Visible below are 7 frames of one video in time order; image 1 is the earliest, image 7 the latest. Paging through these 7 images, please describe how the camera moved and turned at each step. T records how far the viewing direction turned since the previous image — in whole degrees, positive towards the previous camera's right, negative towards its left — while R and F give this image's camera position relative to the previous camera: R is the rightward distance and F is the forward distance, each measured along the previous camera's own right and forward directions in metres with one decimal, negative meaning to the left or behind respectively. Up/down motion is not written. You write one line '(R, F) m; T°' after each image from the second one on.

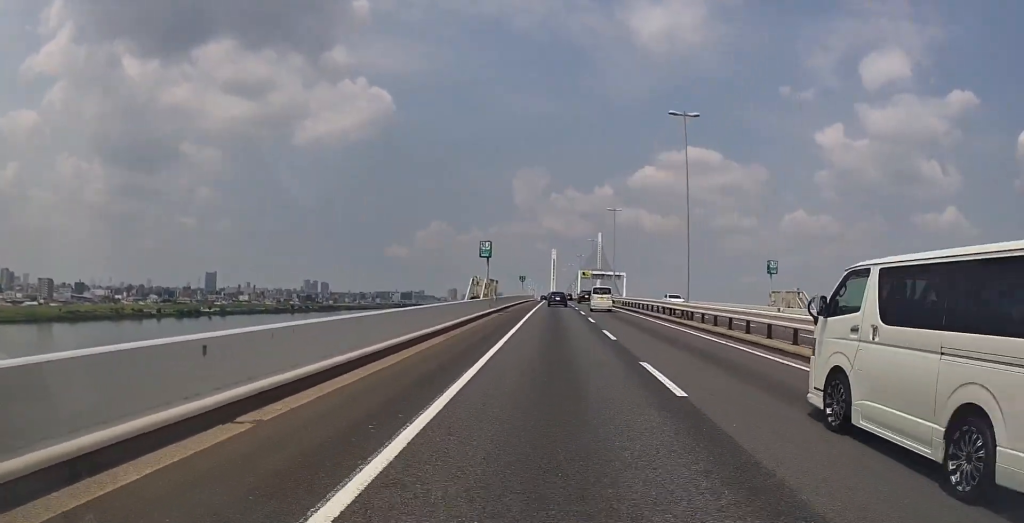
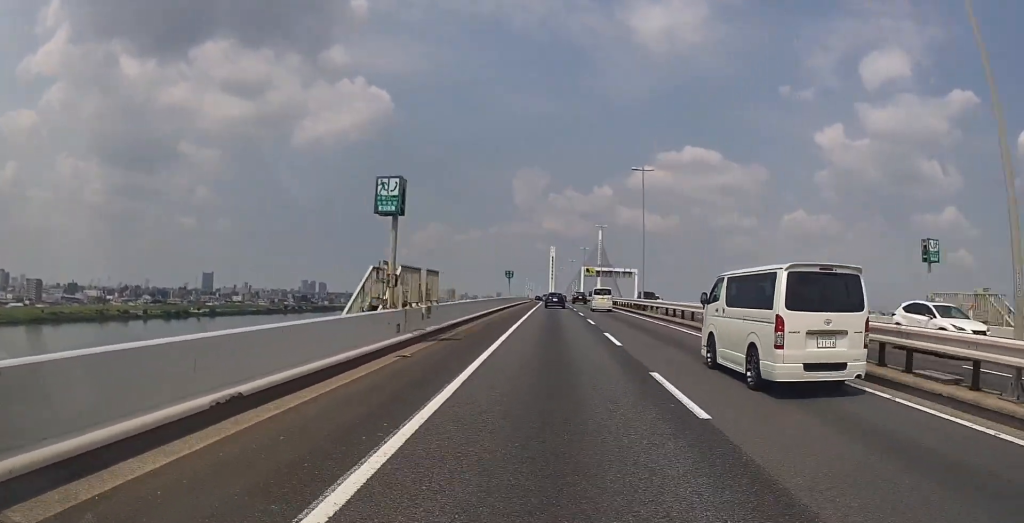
(0.0, +22.3) m; +1°
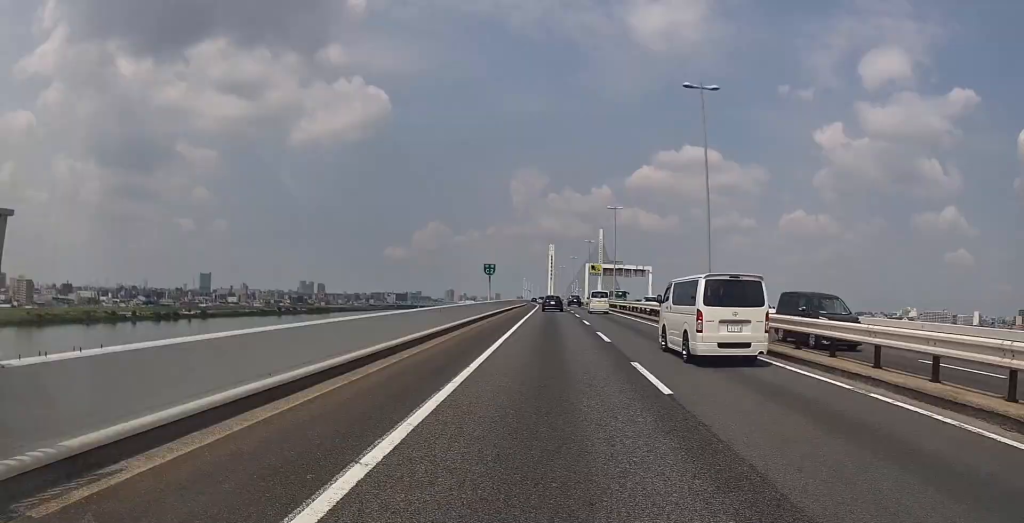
(+0.5, +18.4) m; 0°
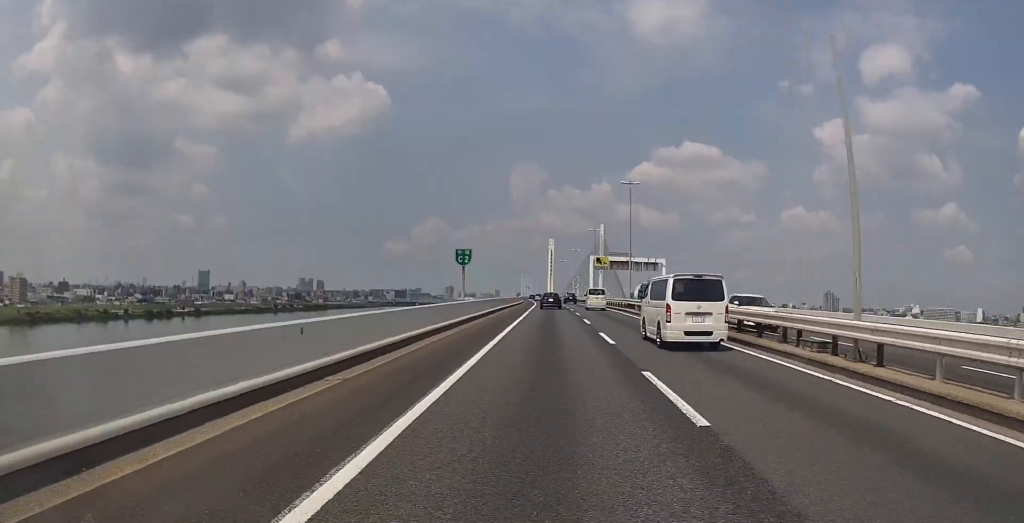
(-0.4, +12.3) m; -1°
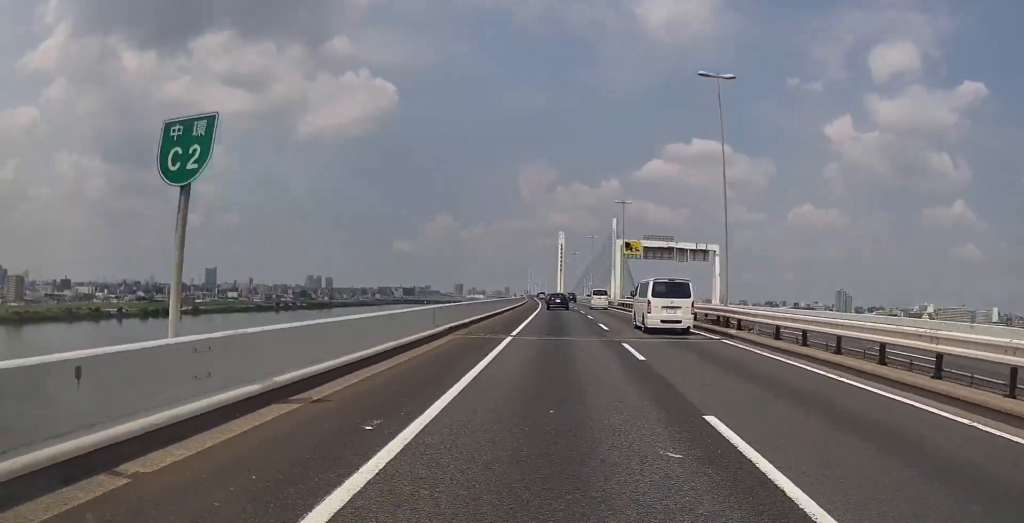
(-0.1, +24.5) m; 0°
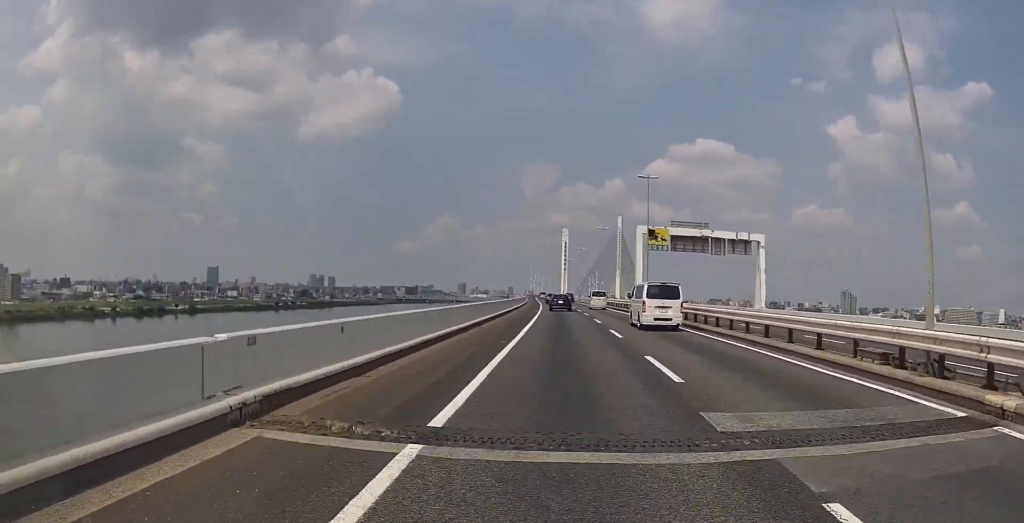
(0.0, +14.0) m; 0°
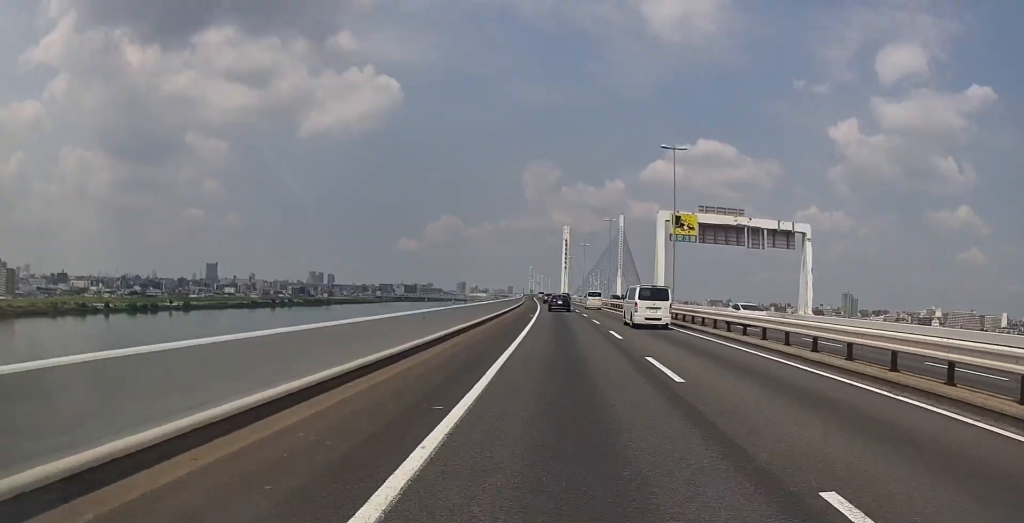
(0.0, +9.5) m; 0°
